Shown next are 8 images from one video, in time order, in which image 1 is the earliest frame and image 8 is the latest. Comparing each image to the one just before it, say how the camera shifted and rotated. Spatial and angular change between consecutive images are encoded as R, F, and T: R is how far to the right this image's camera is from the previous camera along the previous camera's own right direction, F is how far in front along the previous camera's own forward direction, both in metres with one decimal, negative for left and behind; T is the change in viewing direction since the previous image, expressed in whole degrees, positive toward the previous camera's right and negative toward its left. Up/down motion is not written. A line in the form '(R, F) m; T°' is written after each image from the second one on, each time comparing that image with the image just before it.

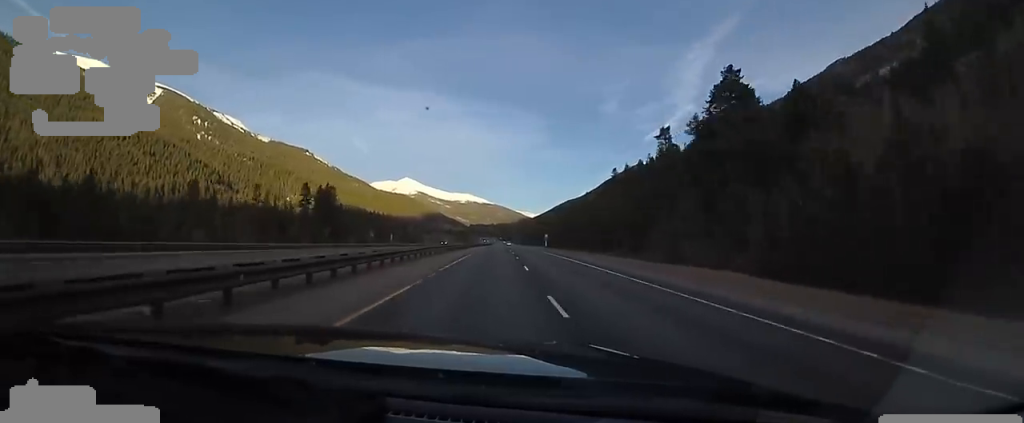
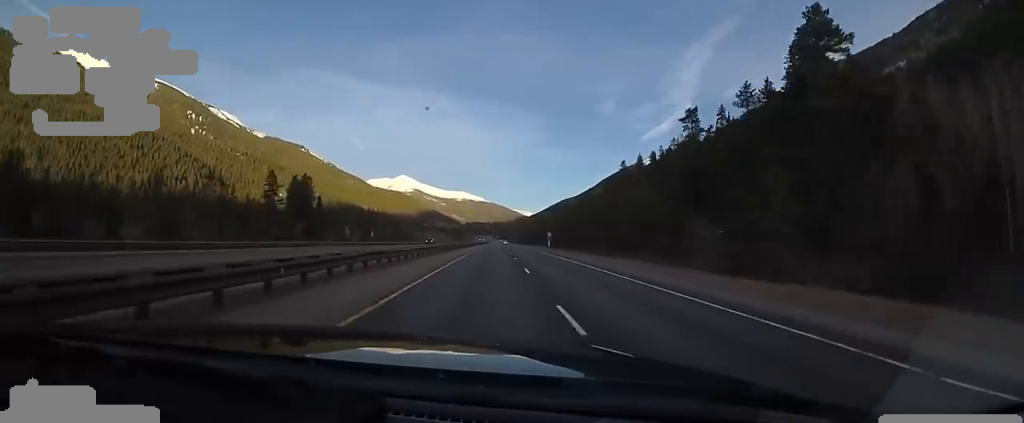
(+0.2, +13.5) m; +1°
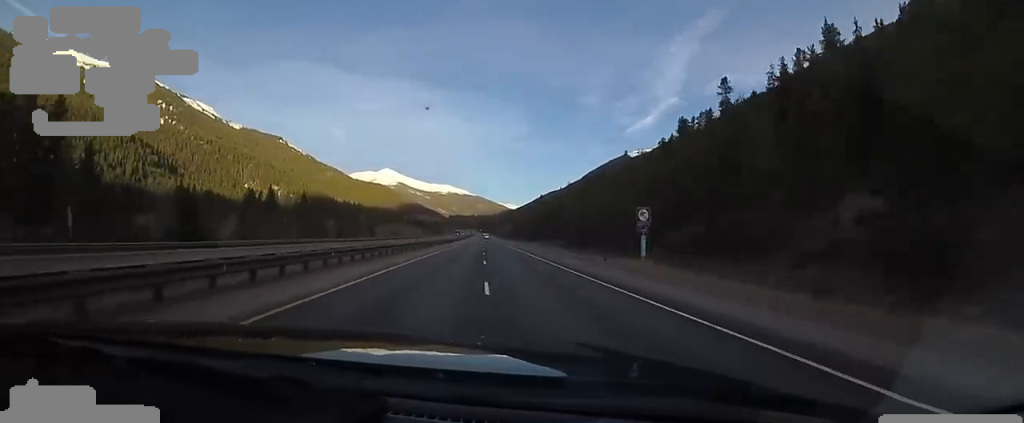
(+0.3, +68.0) m; +1°
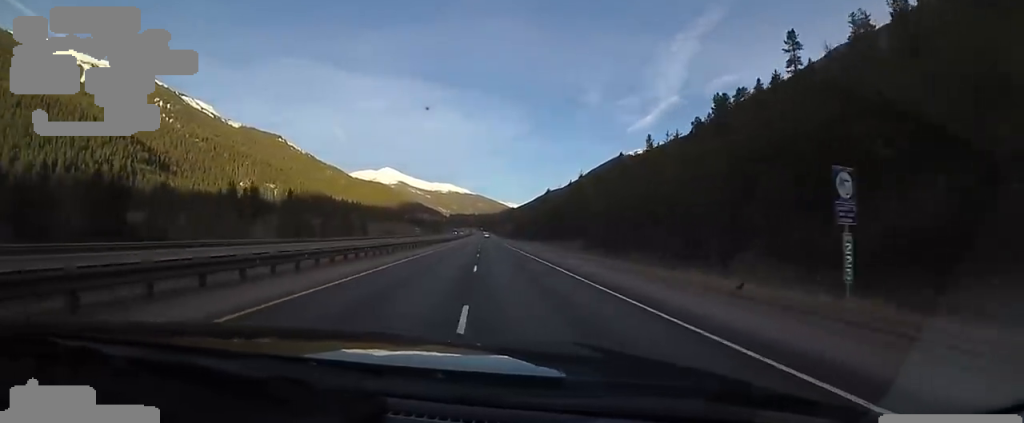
(+0.5, +16.9) m; +1°
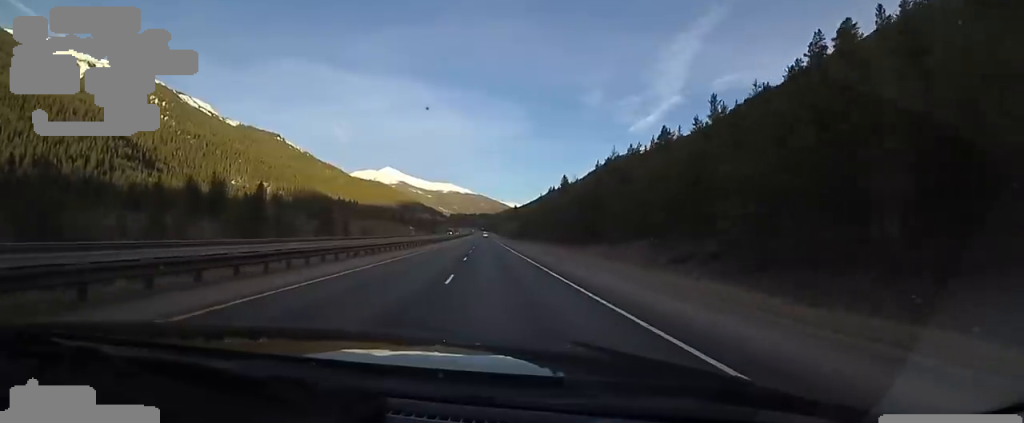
(+0.1, +29.5) m; -2°
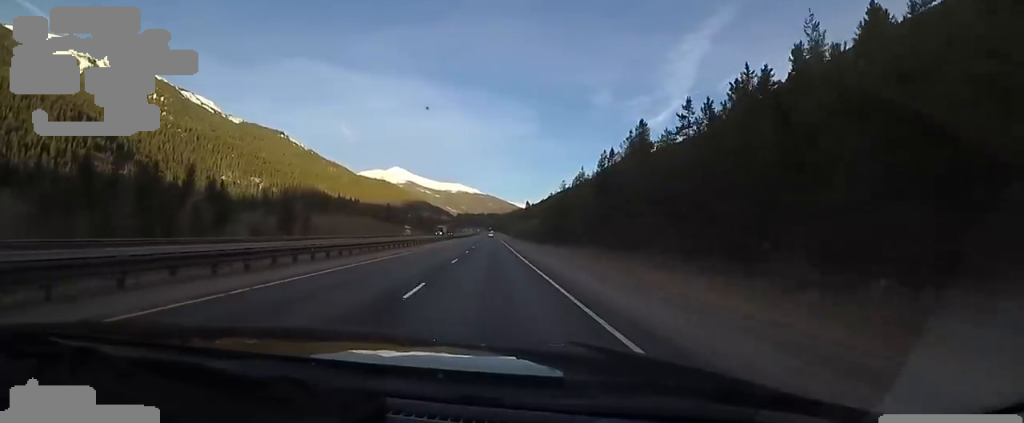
(-0.9, +51.4) m; 0°
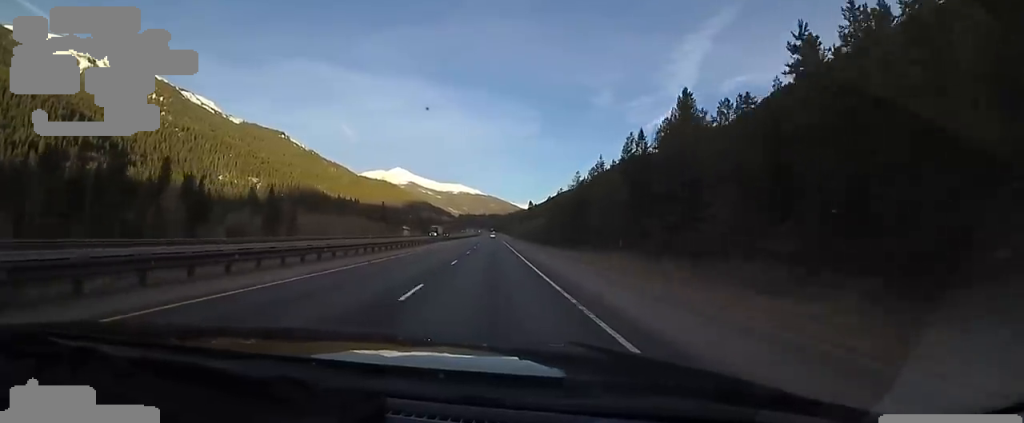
(+0.6, +12.6) m; 0°
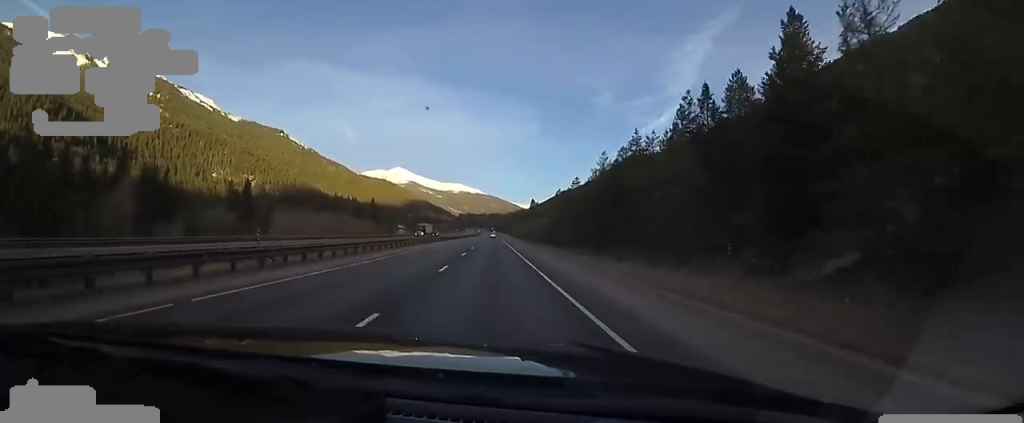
(-0.6, +17.7) m; 0°
